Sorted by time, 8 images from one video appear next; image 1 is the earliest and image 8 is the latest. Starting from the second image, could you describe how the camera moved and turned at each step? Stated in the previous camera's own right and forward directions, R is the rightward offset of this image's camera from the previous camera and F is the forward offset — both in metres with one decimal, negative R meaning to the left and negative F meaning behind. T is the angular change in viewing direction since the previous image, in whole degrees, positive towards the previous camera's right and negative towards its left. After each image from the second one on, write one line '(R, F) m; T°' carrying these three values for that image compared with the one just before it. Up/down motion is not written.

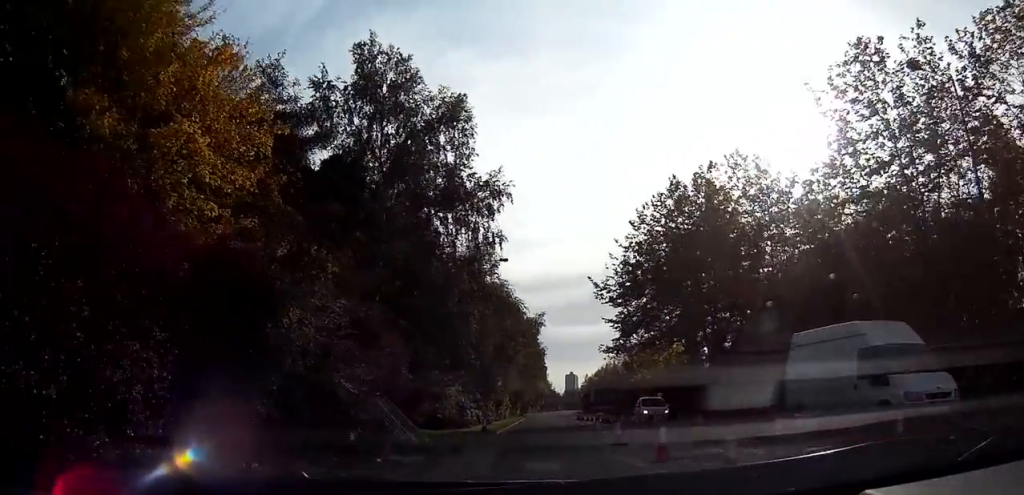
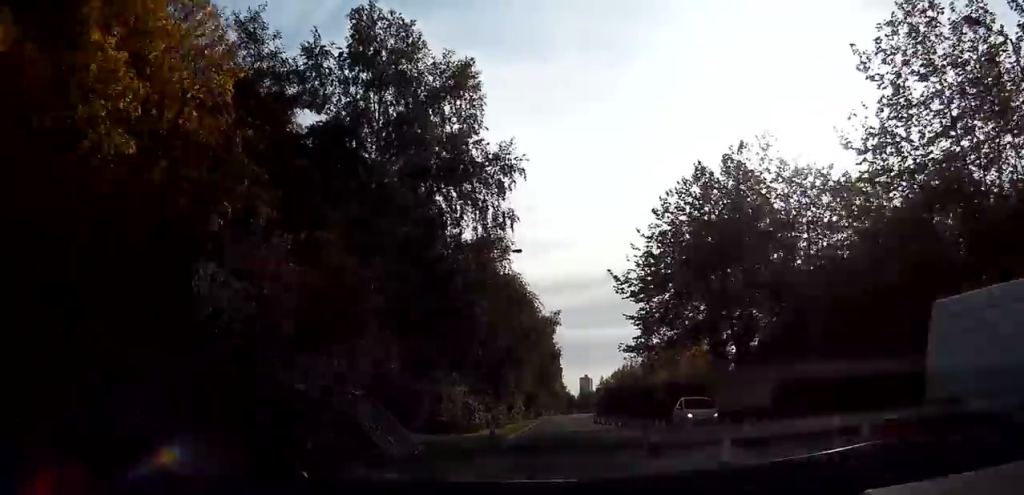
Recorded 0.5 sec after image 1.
(-0.1, +3.3) m; -2°
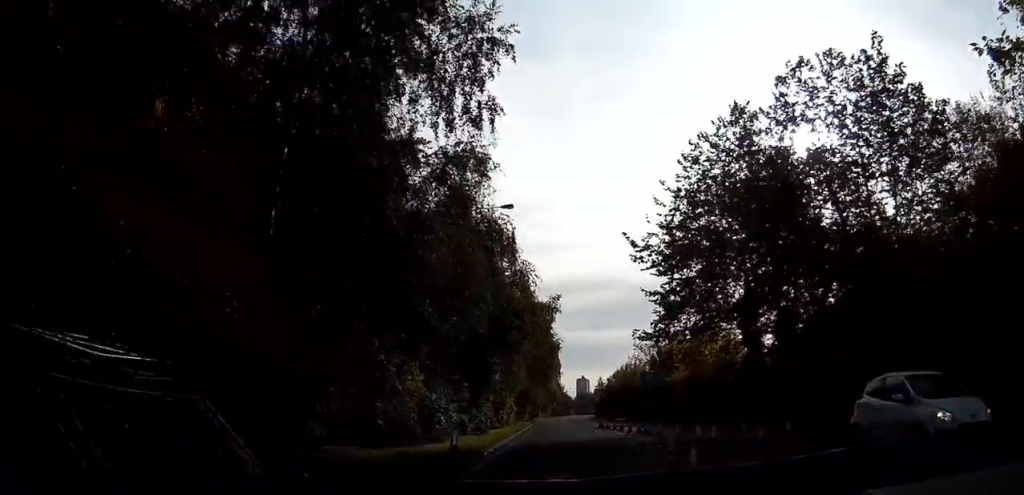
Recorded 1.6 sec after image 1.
(-0.2, +9.2) m; -1°
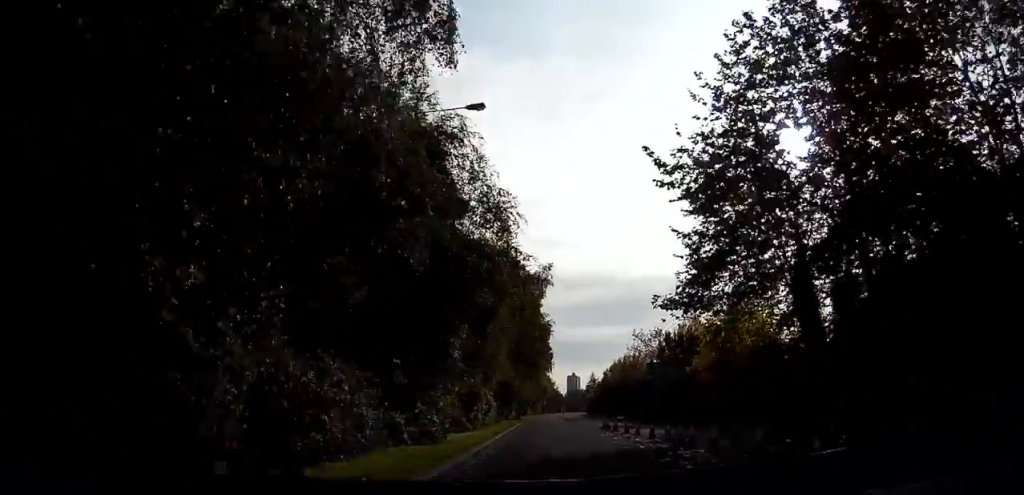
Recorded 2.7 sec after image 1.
(0.0, +10.4) m; 0°
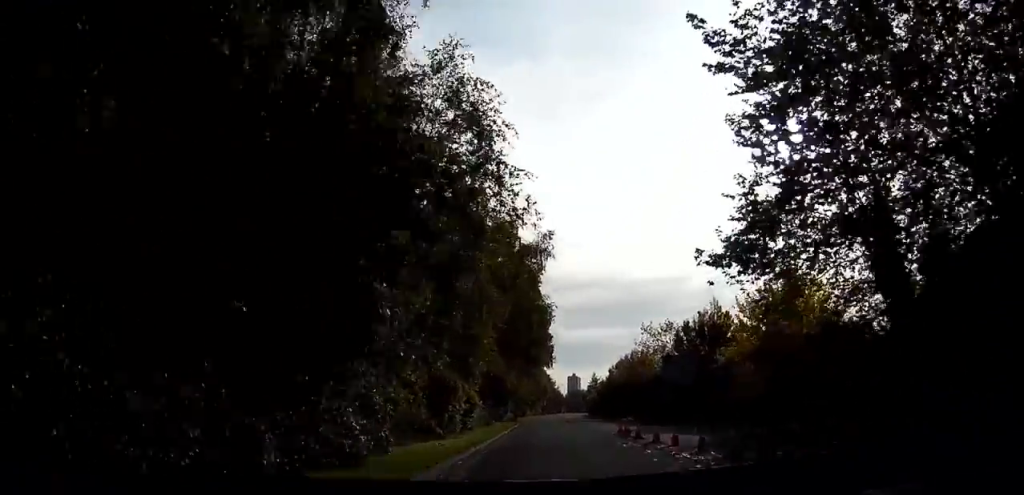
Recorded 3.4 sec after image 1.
(0.0, +7.8) m; 0°
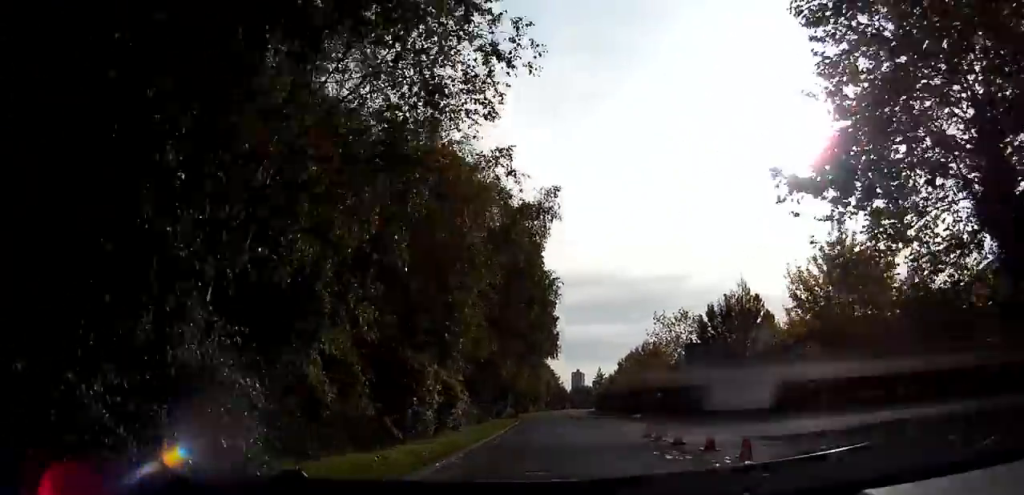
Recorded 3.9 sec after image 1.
(0.0, +6.9) m; 0°
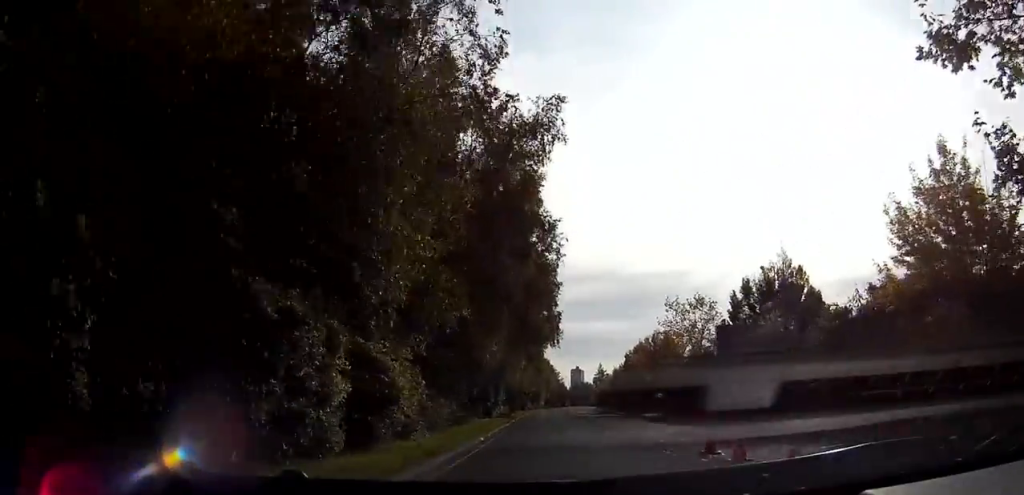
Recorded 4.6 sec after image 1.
(0.0, +8.9) m; 0°
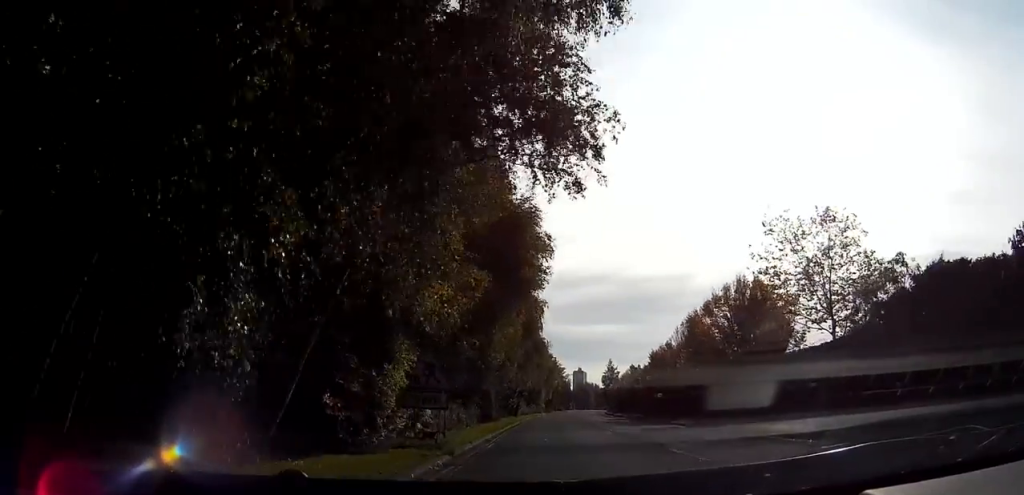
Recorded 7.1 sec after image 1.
(+0.1, +35.1) m; +1°
